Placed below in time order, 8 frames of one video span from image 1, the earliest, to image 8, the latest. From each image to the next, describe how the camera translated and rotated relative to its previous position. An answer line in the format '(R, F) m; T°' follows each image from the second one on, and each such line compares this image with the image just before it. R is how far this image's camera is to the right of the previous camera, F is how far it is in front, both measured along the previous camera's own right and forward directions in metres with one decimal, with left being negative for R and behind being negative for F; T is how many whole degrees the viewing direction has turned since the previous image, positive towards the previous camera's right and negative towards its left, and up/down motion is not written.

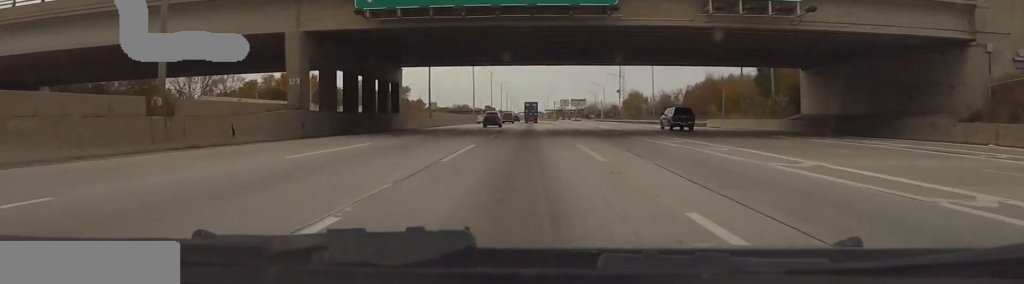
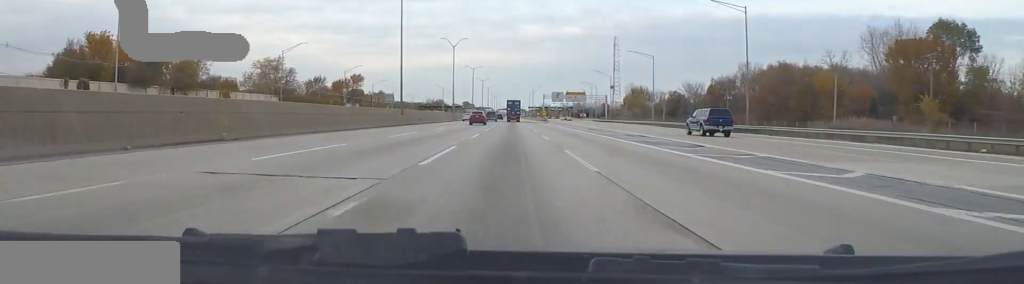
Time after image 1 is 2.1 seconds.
(+2.5, +60.9) m; +3°
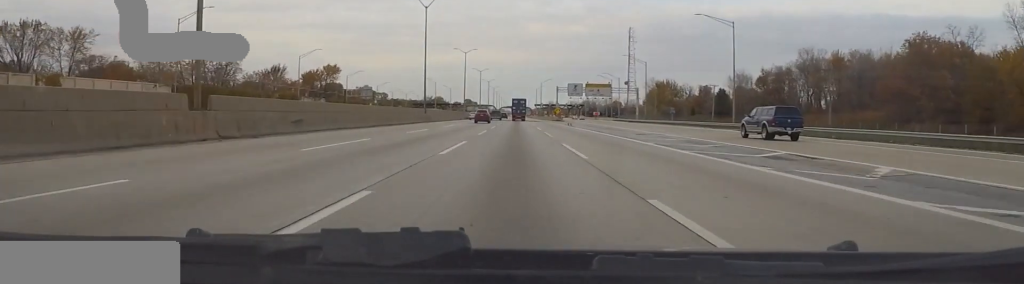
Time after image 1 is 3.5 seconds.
(-1.0, +43.8) m; -1°
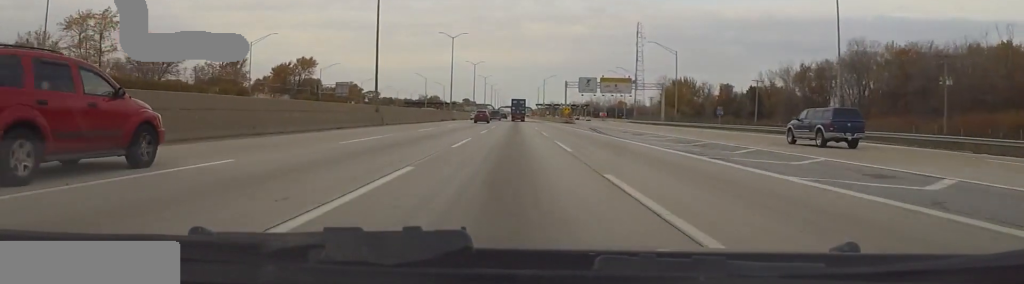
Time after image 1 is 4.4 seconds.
(0.0, +27.9) m; 0°
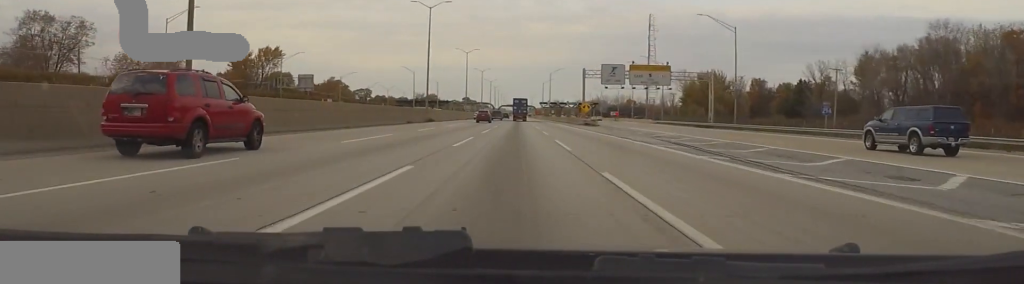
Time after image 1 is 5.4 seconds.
(0.0, +31.6) m; 0°
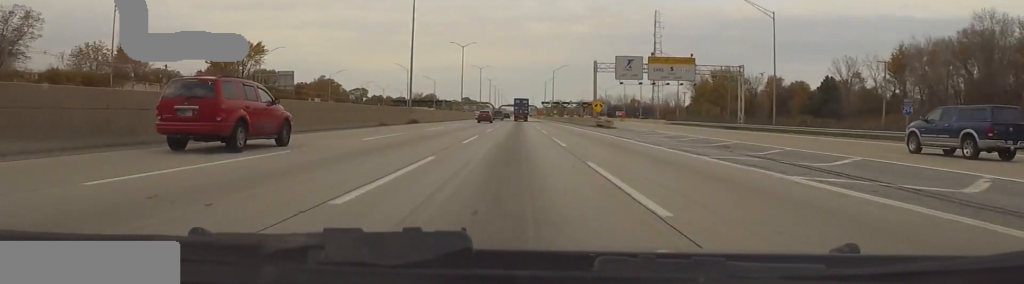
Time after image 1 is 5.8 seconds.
(0.0, +13.0) m; 0°
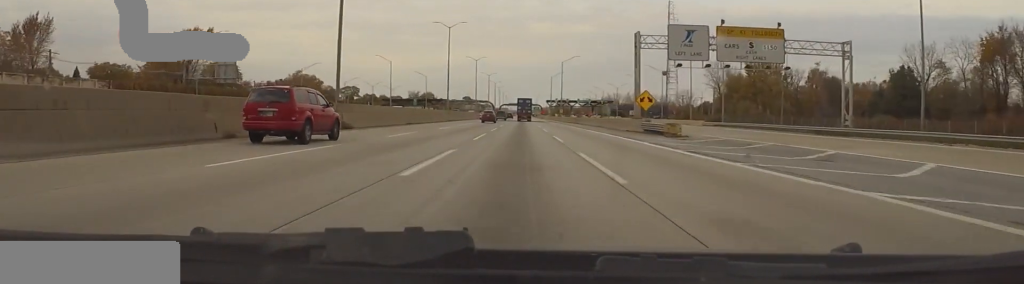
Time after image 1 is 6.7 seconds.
(0.0, +27.2) m; 0°
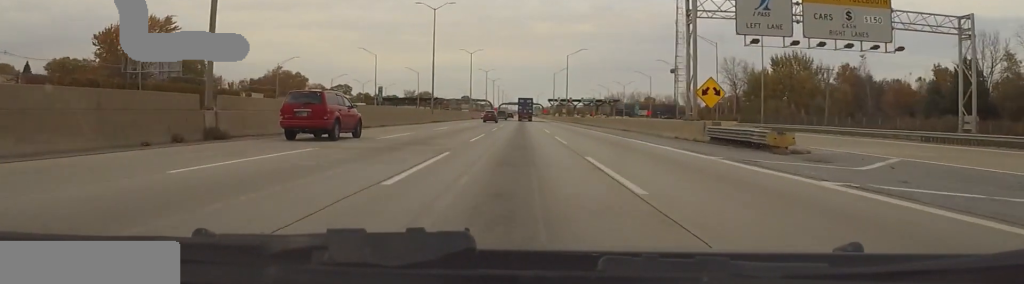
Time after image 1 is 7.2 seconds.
(0.0, +16.5) m; 0°
